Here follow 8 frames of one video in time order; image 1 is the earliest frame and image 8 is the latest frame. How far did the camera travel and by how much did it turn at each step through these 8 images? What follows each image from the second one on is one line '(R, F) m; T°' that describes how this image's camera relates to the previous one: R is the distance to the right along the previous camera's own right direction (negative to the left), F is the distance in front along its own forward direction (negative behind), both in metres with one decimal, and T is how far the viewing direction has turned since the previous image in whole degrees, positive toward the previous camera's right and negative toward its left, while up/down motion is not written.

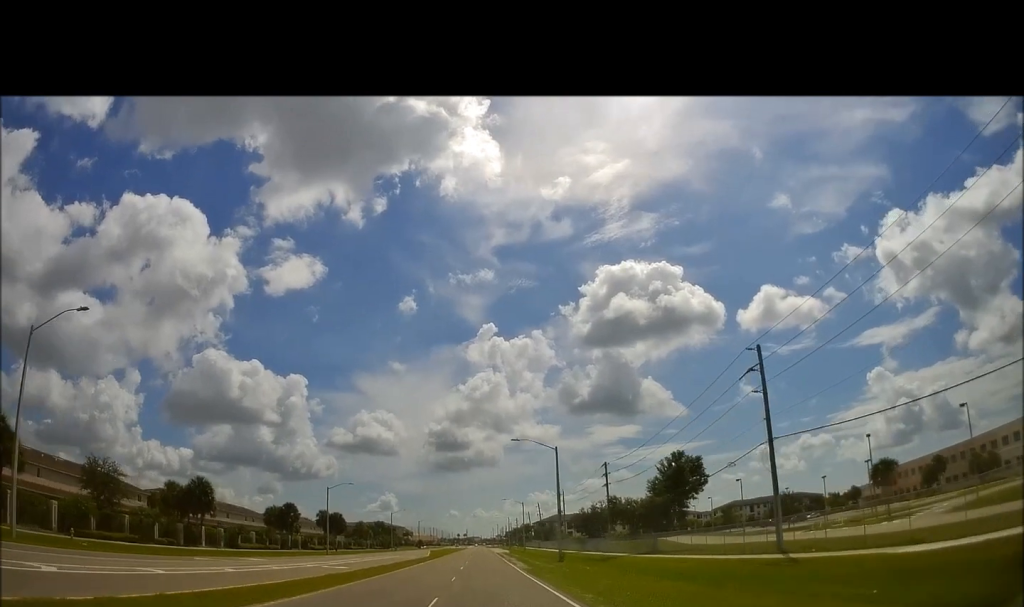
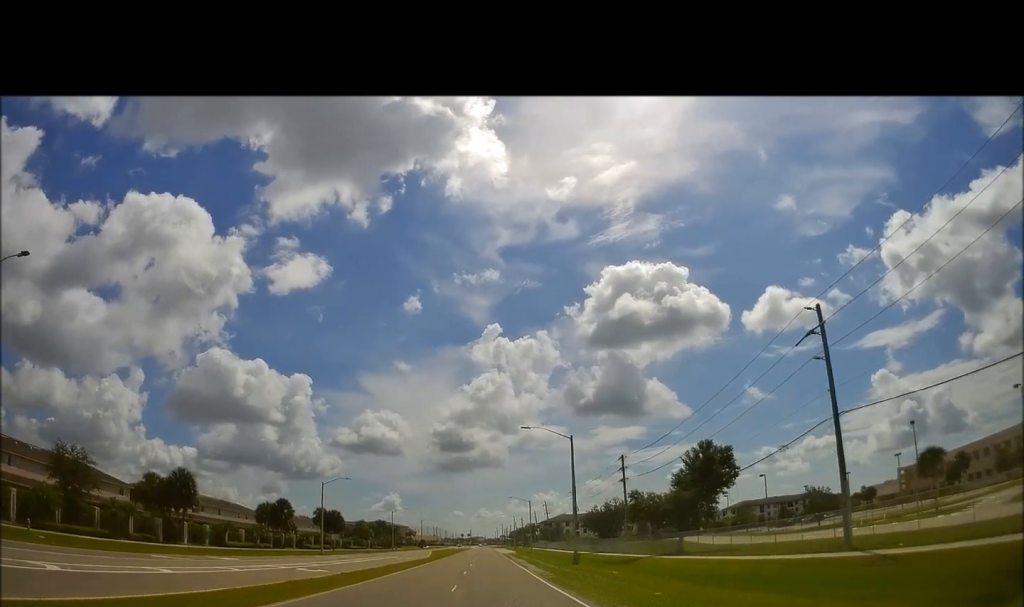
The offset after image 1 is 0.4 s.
(0.0, +6.1) m; 0°
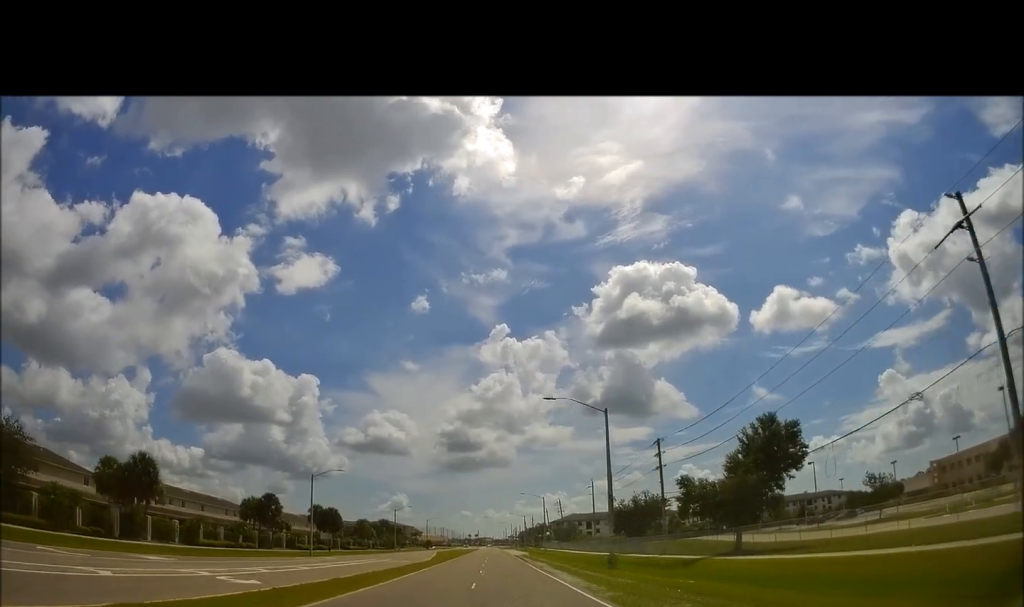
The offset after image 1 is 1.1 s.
(-0.2, +10.2) m; 0°
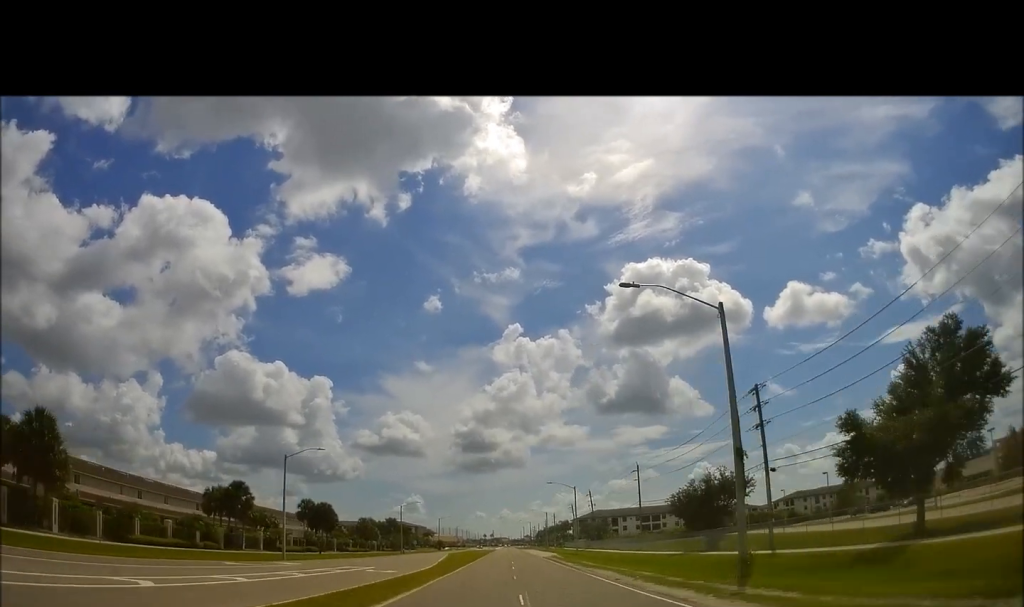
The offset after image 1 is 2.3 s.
(0.0, +18.3) m; -2°
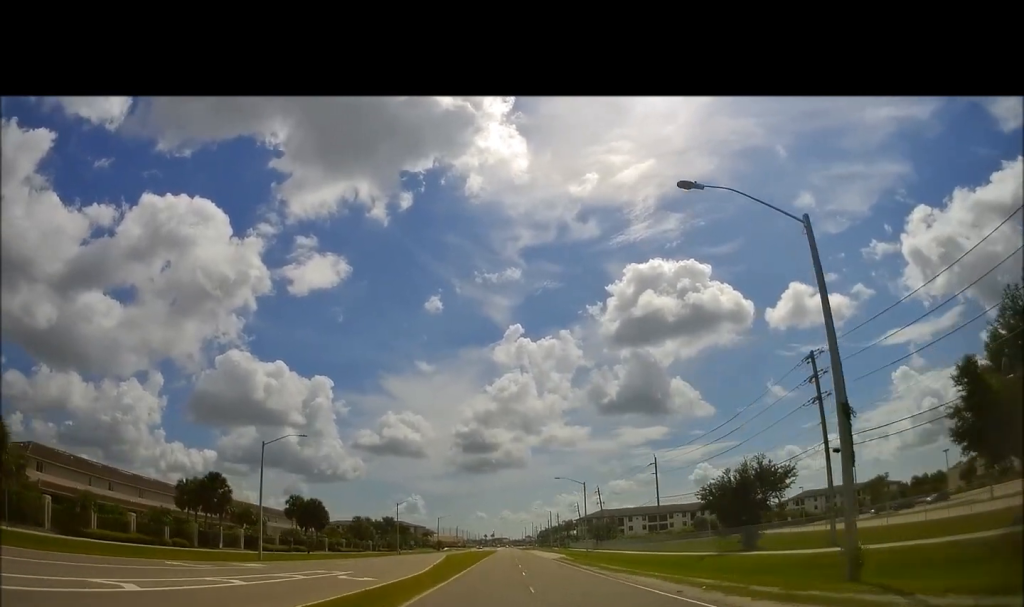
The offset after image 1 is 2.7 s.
(-0.3, +7.5) m; 0°
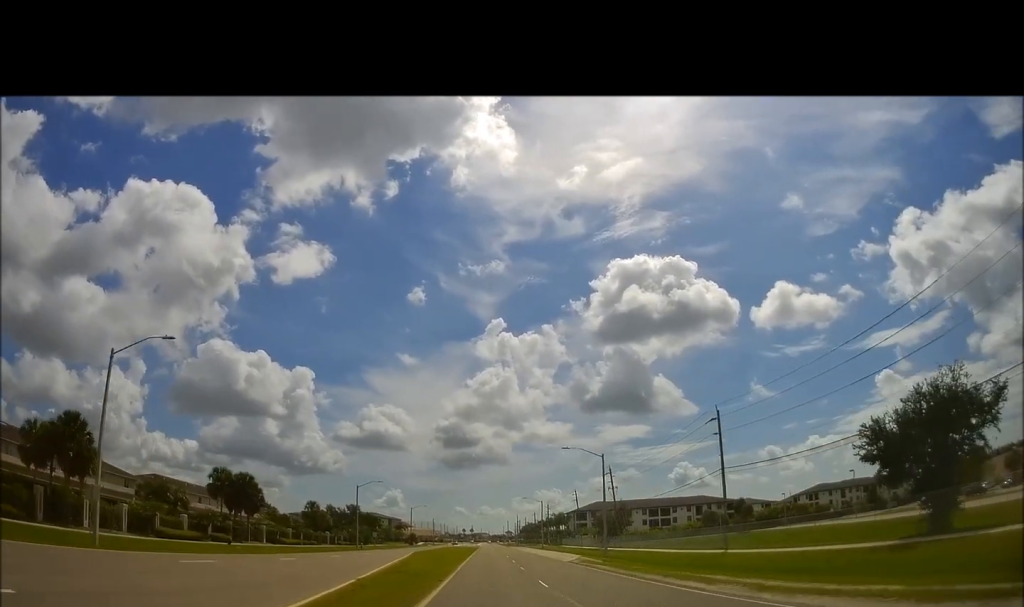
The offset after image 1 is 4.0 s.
(+0.6, +24.0) m; +2°
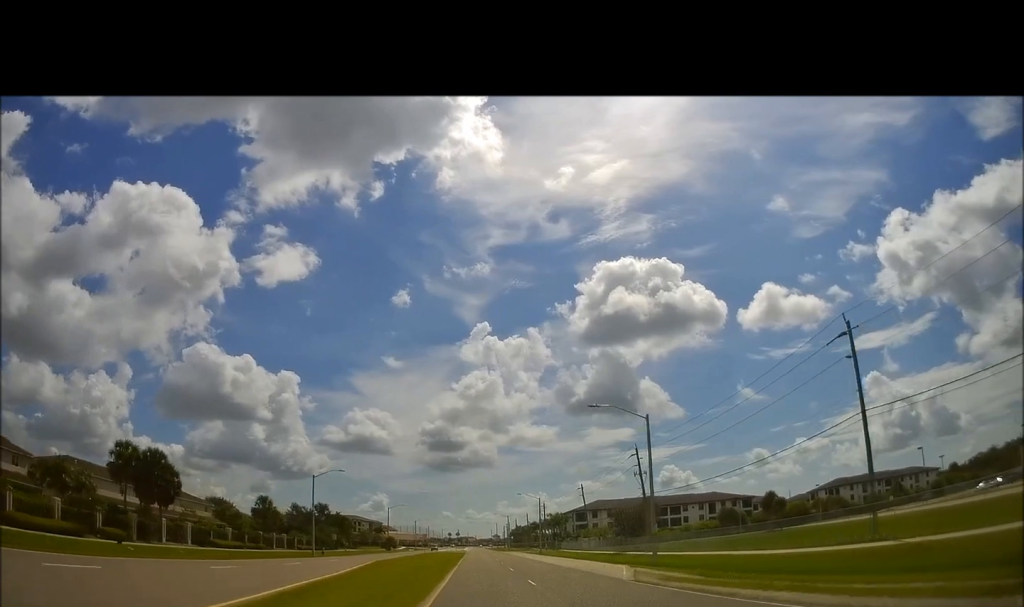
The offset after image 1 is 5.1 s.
(-0.2, +21.3) m; +1°
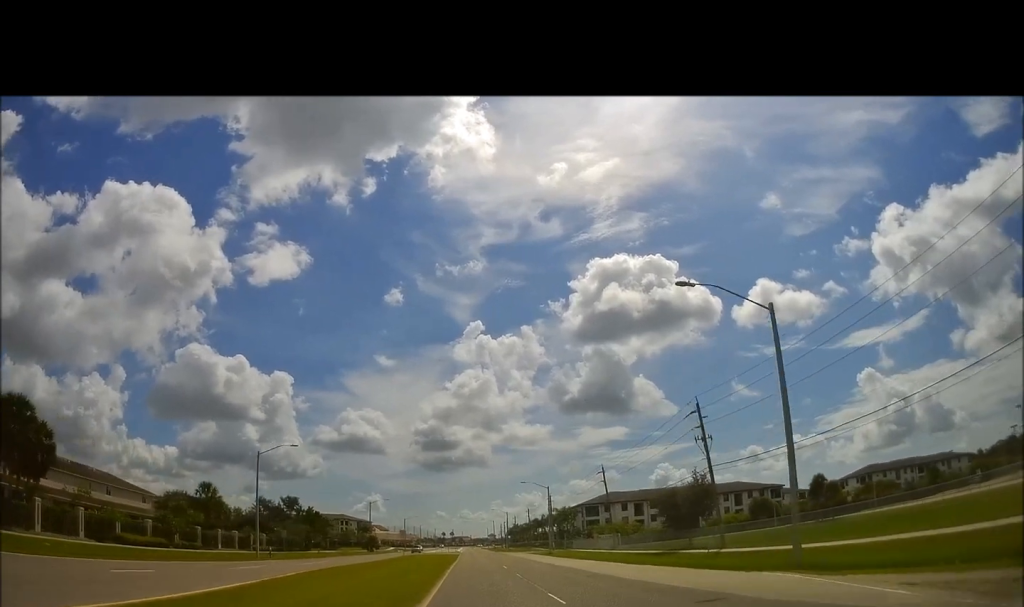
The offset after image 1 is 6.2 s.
(+0.5, +20.6) m; +1°
